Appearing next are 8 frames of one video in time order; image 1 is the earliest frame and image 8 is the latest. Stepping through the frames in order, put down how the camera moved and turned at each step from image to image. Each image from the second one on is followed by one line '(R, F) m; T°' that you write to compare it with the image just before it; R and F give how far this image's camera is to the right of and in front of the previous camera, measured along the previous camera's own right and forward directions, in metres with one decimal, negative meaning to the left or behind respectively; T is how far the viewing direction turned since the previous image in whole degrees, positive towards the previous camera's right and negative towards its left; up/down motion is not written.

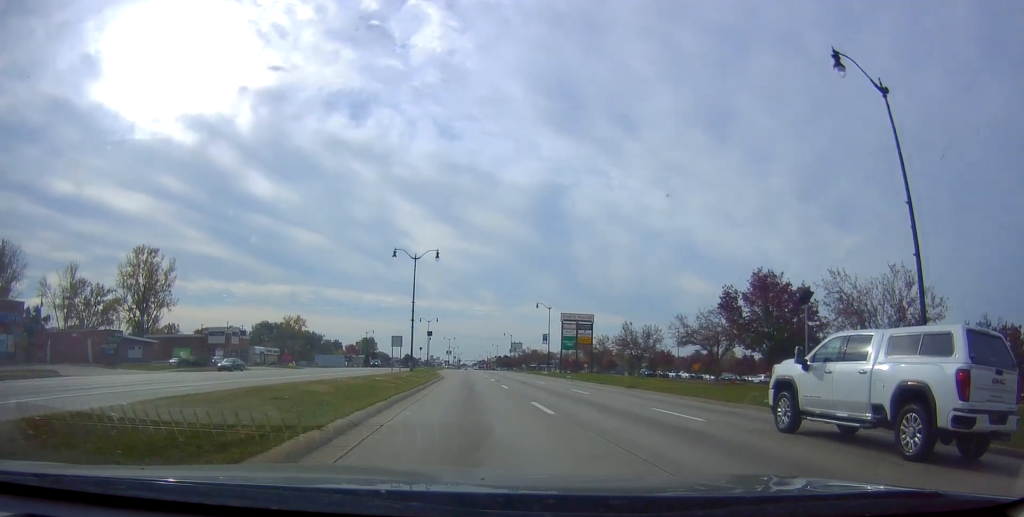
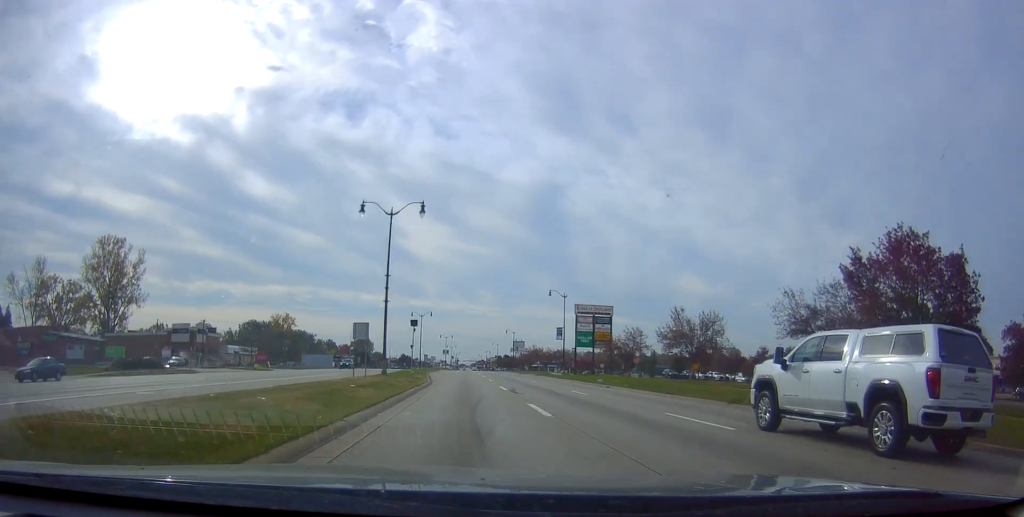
(-0.5, +15.5) m; +1°
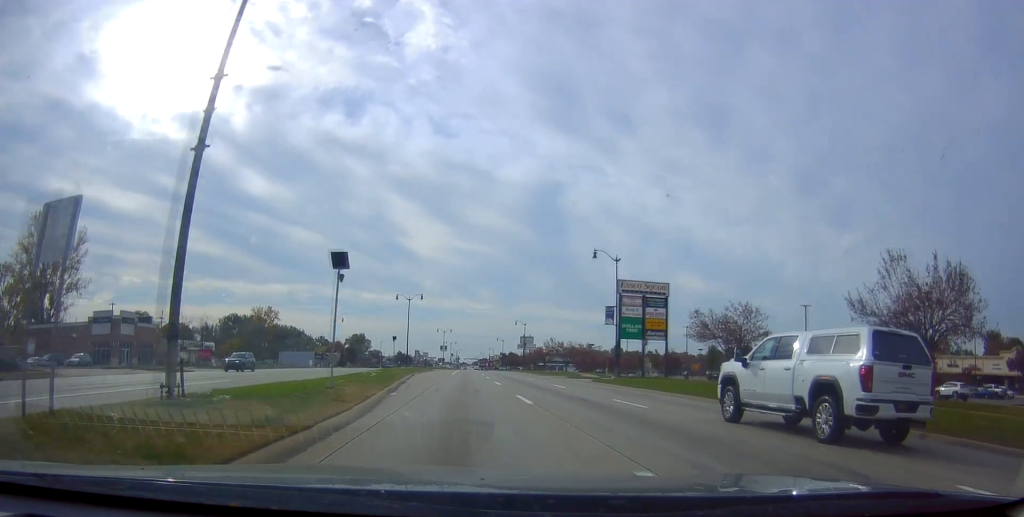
(+1.5, +25.9) m; +1°
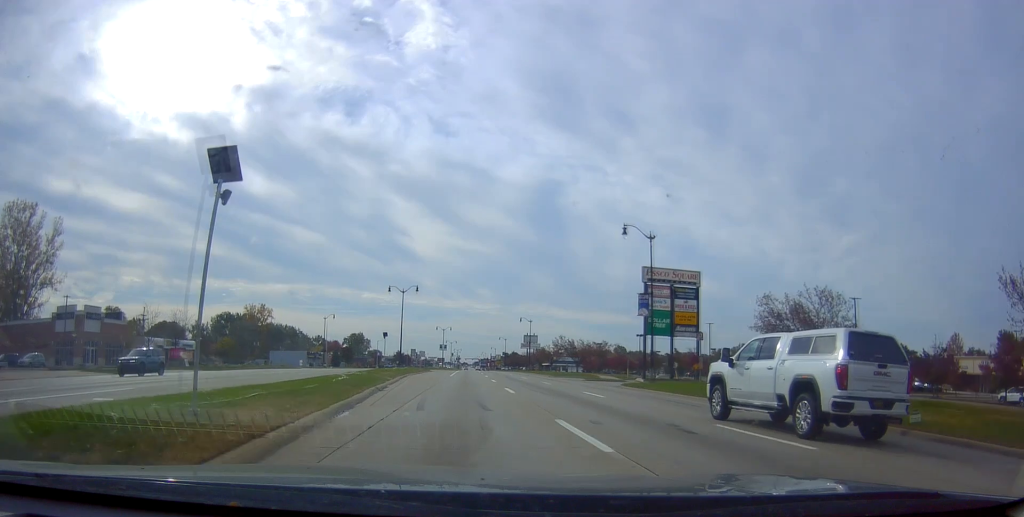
(-0.1, +9.3) m; -1°
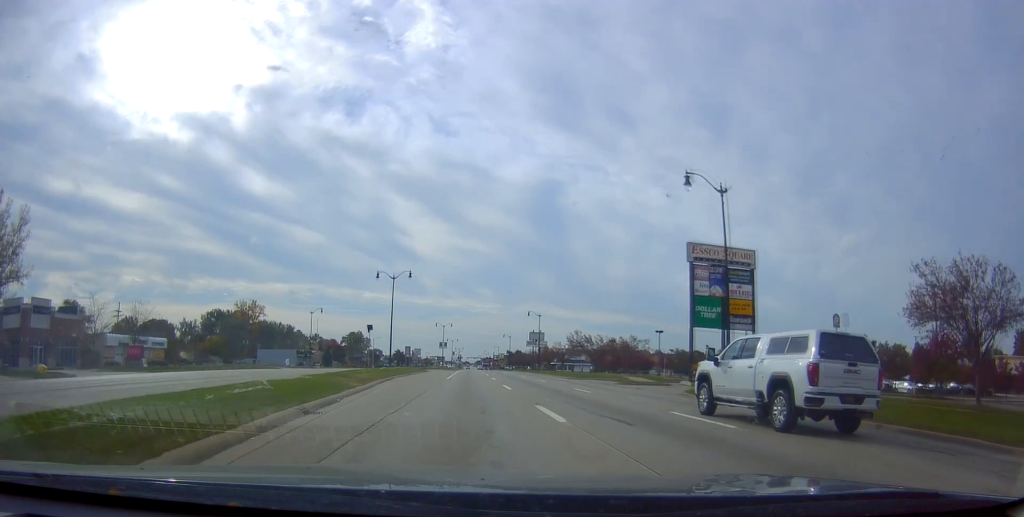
(-0.5, +11.6) m; 0°
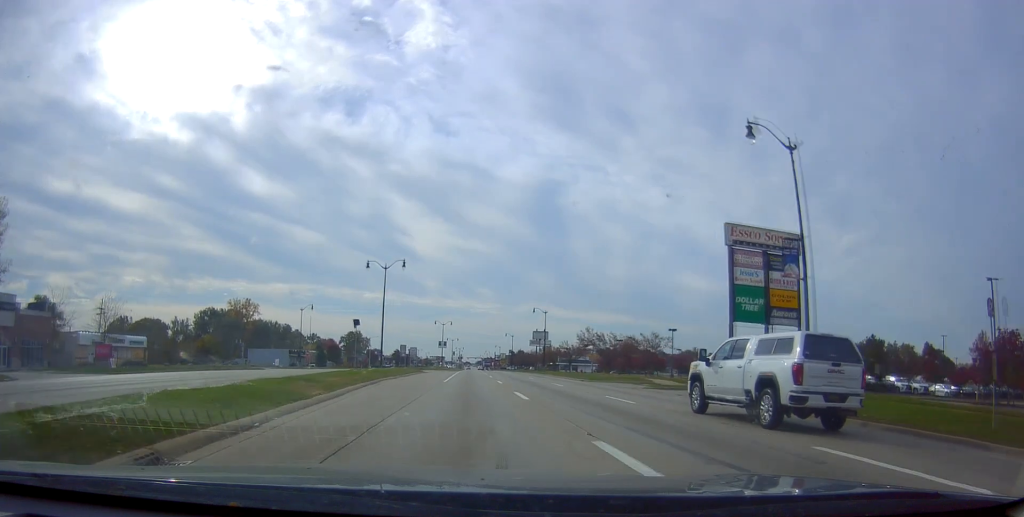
(+0.3, +7.1) m; +1°
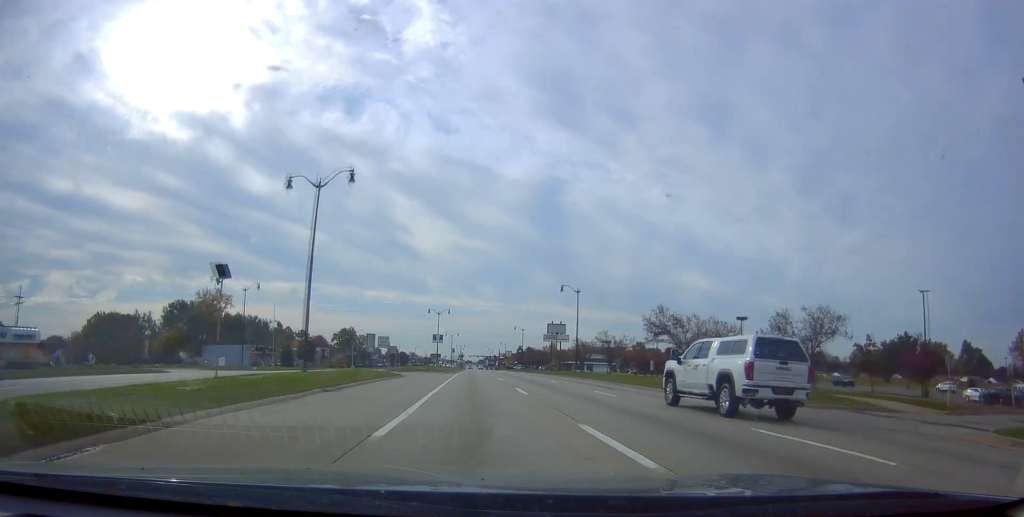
(+0.6, +27.7) m; 0°
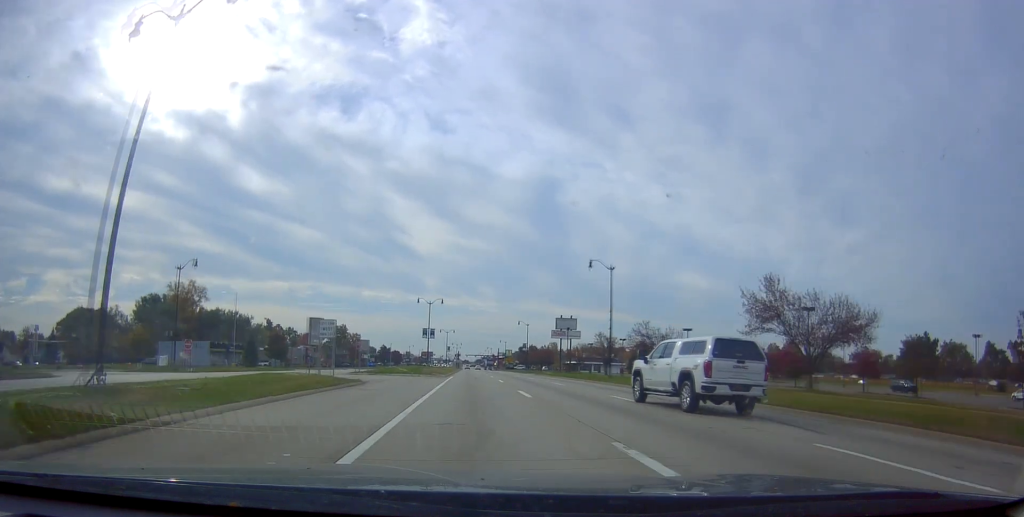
(-0.3, +18.3) m; 0°
